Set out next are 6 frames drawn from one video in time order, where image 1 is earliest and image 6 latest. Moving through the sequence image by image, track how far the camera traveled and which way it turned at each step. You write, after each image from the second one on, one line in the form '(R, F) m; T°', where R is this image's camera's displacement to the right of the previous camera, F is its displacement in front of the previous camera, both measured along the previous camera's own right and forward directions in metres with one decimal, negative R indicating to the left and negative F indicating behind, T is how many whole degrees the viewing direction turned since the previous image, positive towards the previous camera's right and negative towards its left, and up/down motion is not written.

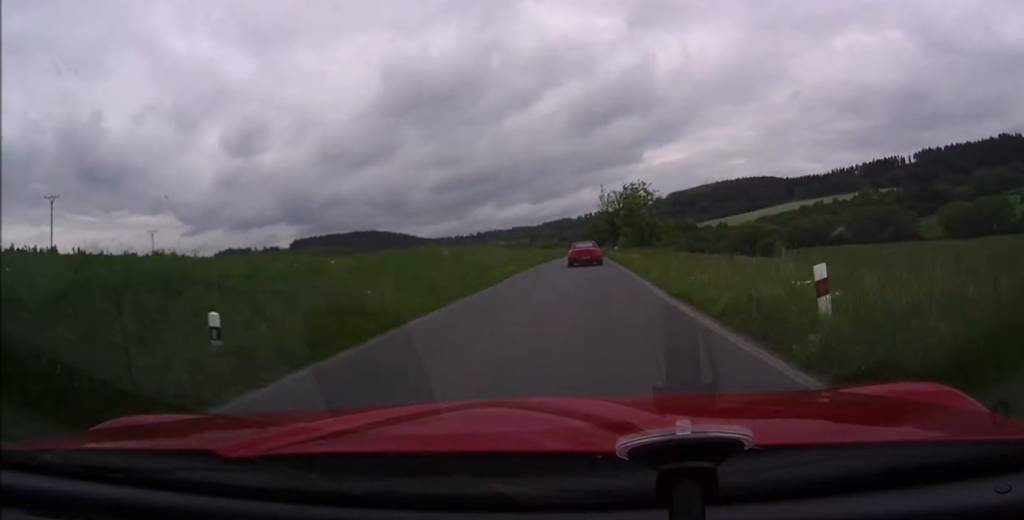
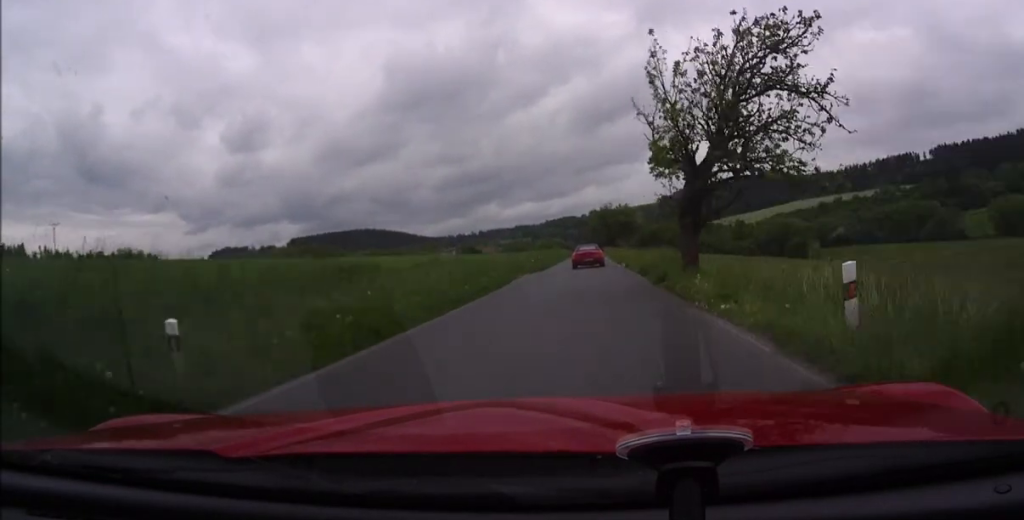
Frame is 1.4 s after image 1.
(-0.3, +39.7) m; -1°
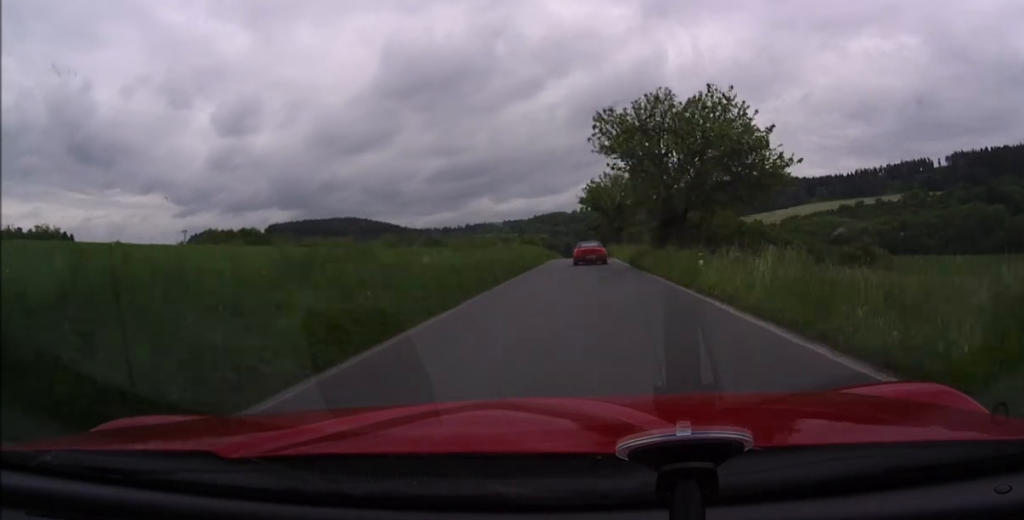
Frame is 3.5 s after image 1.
(+0.5, +68.6) m; +1°
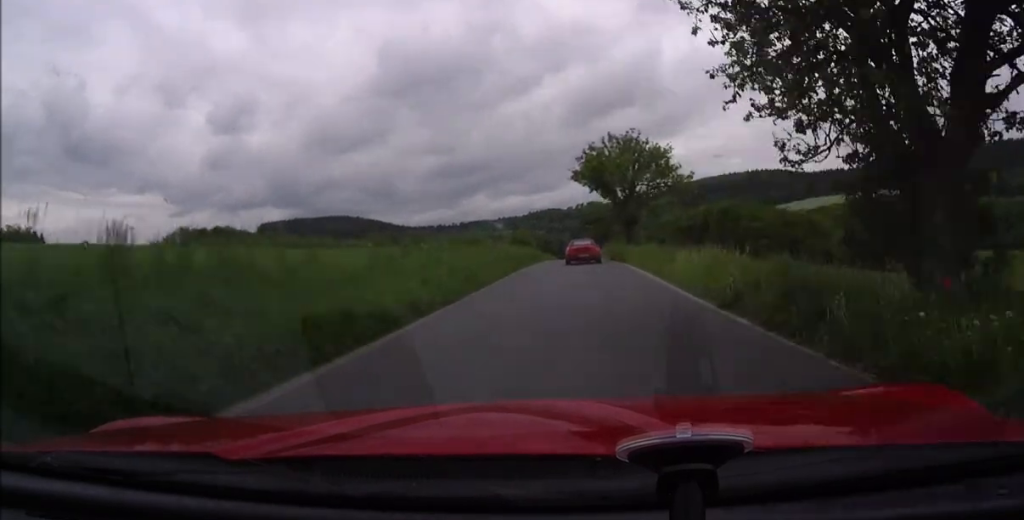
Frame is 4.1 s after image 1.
(0.0, +20.8) m; 0°
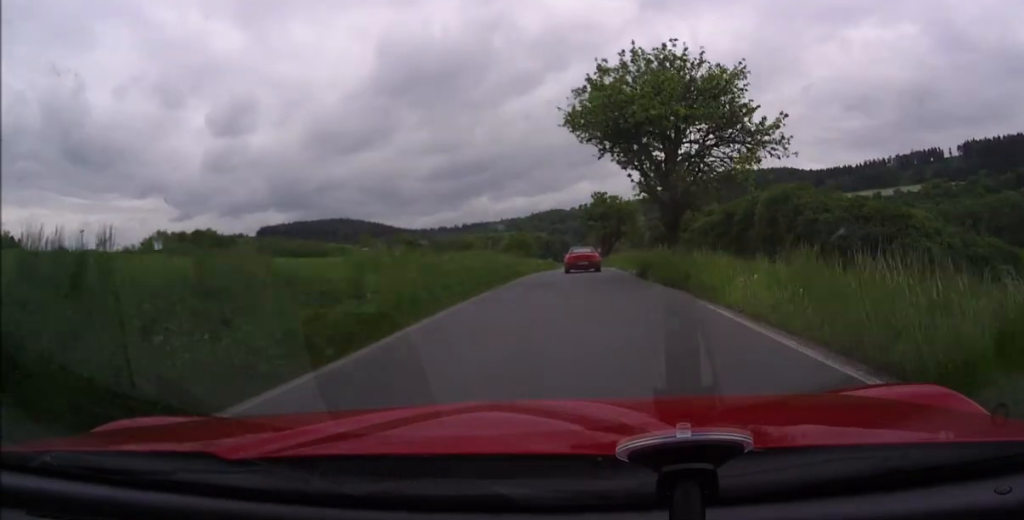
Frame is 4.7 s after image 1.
(0.0, +19.5) m; 0°
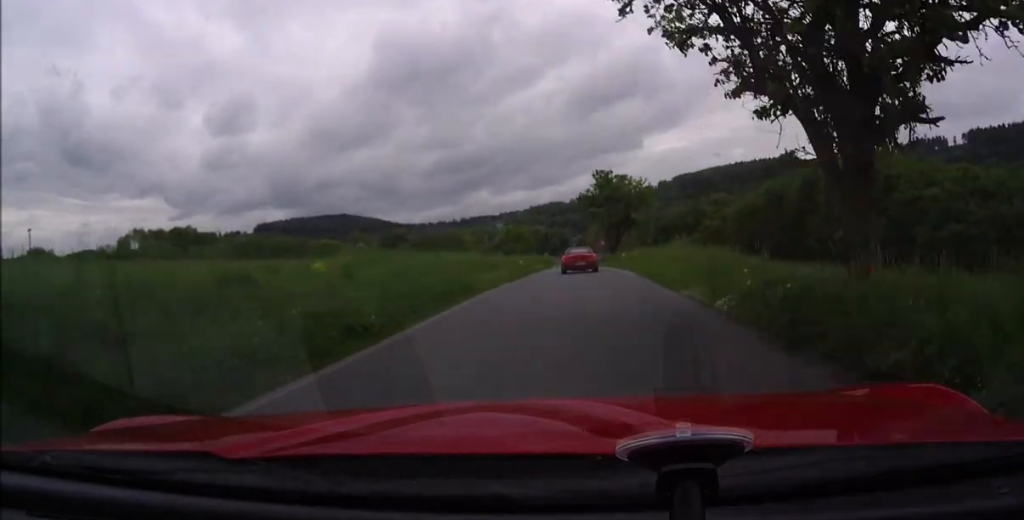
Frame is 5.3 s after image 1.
(-0.1, +16.8) m; 0°
